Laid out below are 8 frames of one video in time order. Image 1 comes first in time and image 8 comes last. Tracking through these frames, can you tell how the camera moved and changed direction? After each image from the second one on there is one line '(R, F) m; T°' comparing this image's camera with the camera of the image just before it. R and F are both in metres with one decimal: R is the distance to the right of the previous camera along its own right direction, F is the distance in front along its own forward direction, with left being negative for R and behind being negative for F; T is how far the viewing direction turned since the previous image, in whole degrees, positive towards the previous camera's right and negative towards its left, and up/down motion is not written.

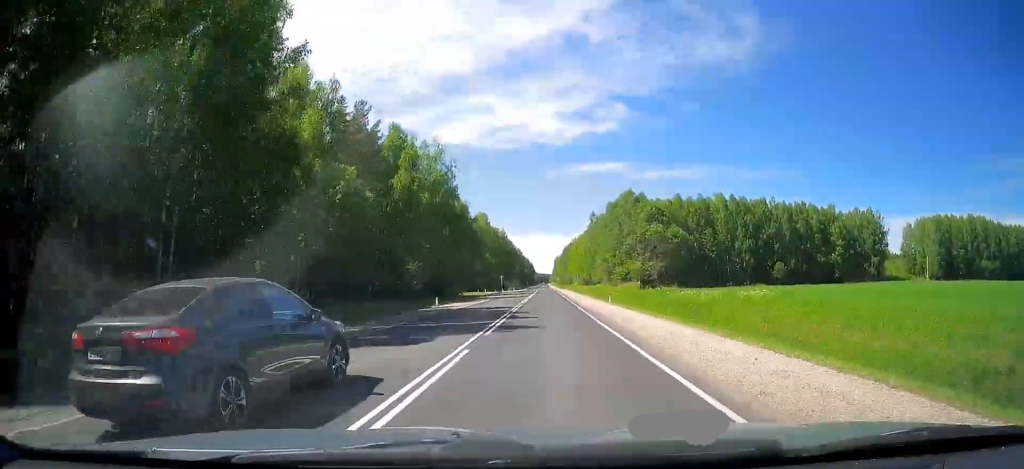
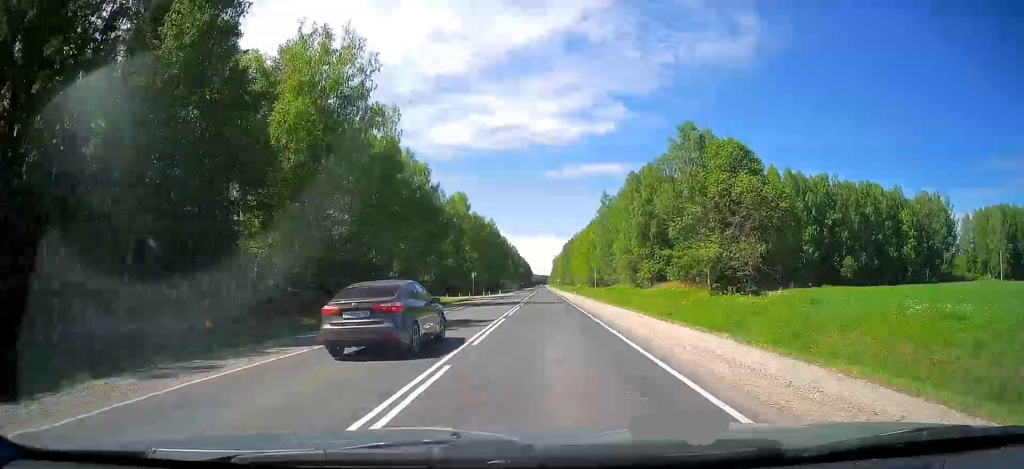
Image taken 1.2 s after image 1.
(-0.1, +37.8) m; 0°
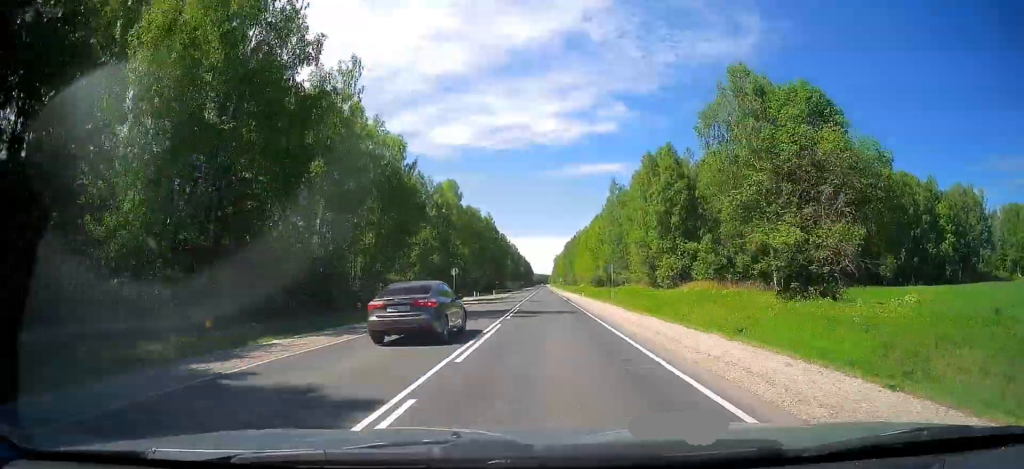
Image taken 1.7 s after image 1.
(0.0, +14.4) m; 0°
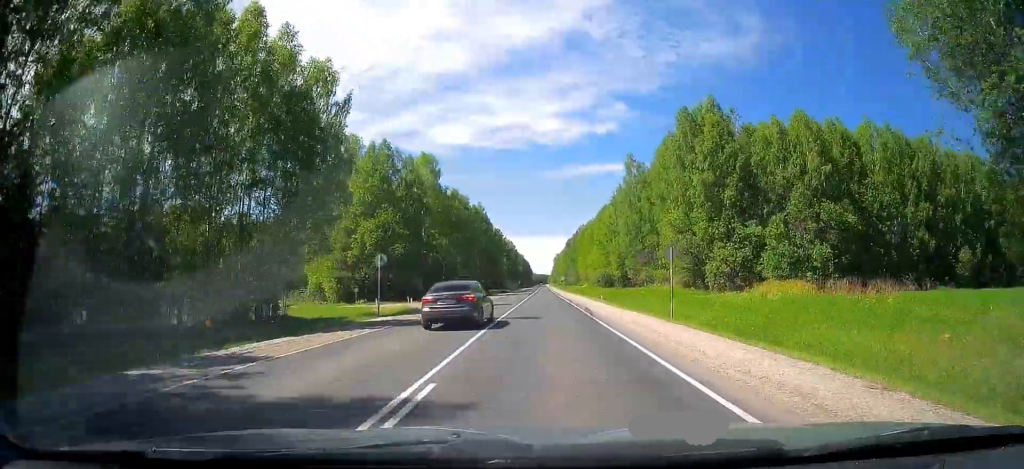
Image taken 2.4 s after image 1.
(0.0, +22.8) m; 0°
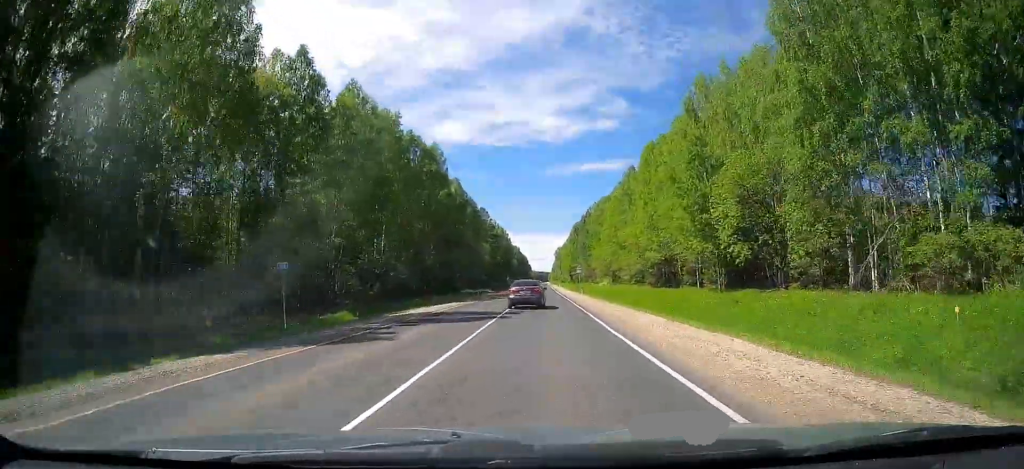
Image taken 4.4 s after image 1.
(0.0, +62.6) m; 0°
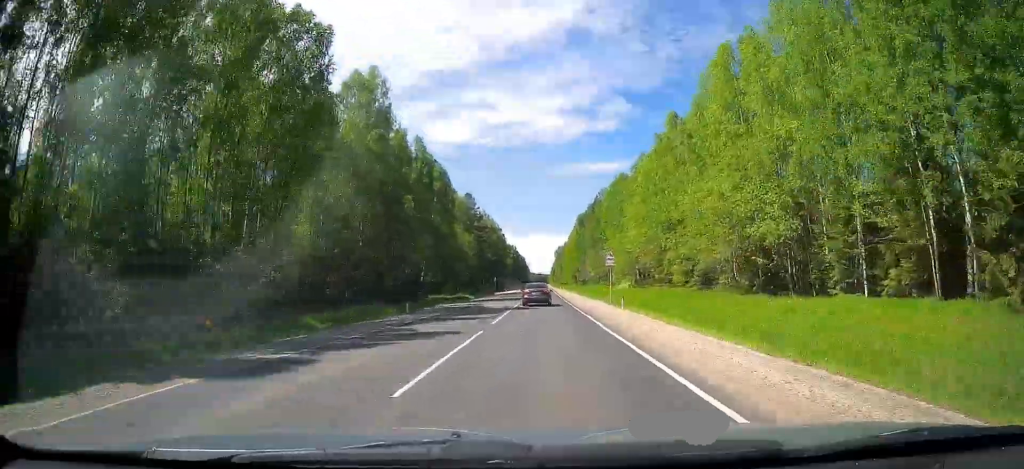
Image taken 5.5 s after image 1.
(0.0, +34.3) m; 0°
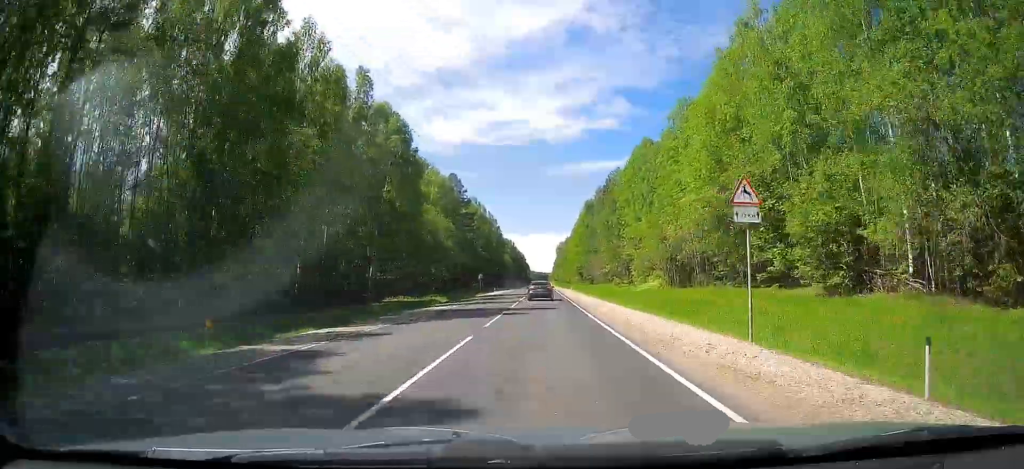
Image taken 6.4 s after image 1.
(0.0, +26.0) m; -1°
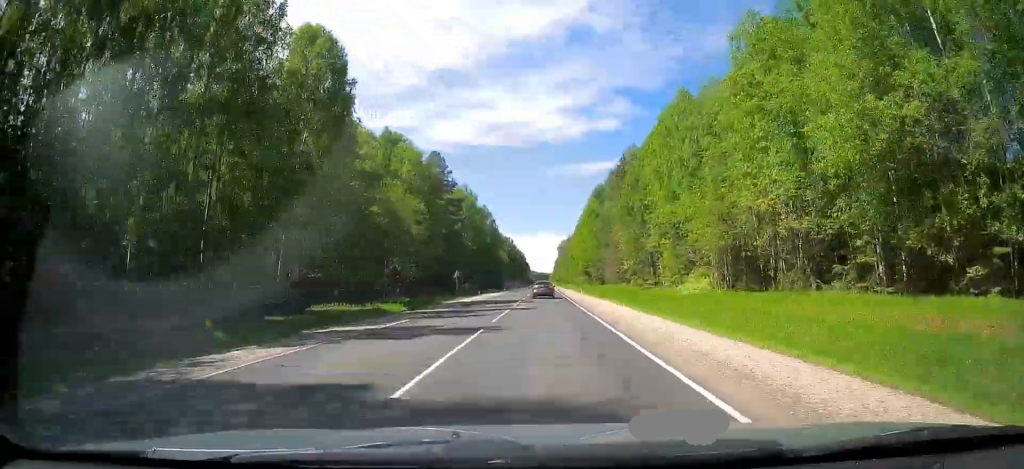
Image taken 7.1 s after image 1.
(-0.1, +21.9) m; 0°
